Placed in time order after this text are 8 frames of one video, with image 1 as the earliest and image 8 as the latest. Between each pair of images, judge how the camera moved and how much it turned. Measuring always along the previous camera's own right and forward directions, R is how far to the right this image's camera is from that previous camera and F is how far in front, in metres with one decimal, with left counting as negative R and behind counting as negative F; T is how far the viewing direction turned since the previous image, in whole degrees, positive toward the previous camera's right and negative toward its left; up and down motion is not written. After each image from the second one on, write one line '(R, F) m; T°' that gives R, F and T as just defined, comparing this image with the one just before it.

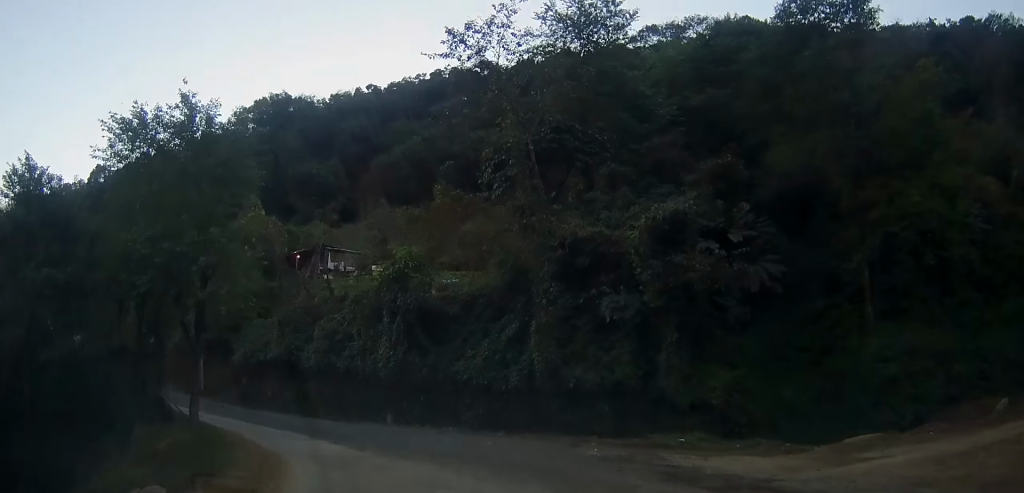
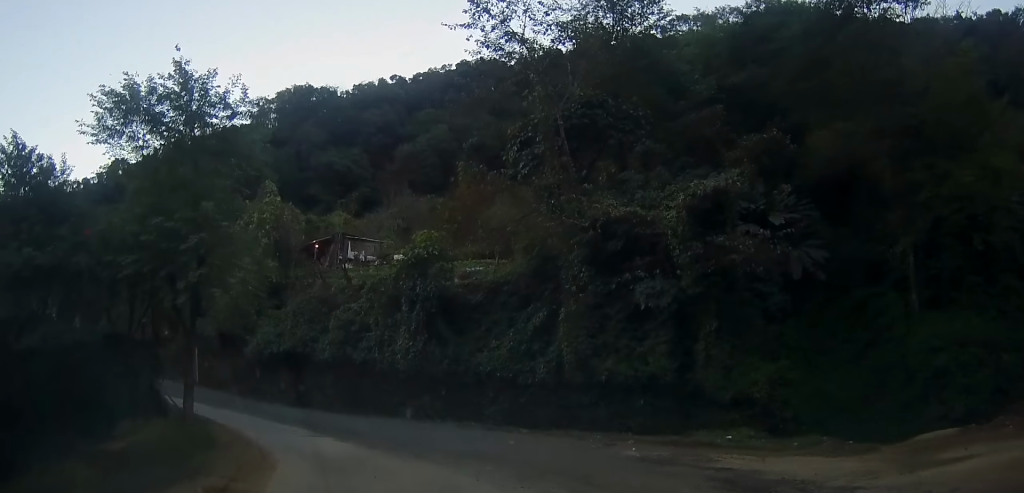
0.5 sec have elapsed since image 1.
(0.0, +2.1) m; -3°
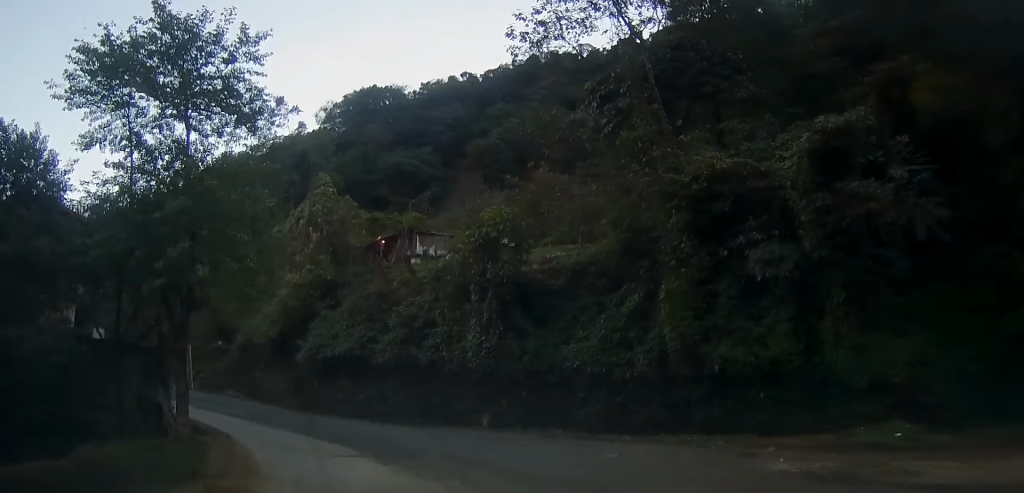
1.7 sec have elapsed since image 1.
(-0.4, +4.6) m; -9°
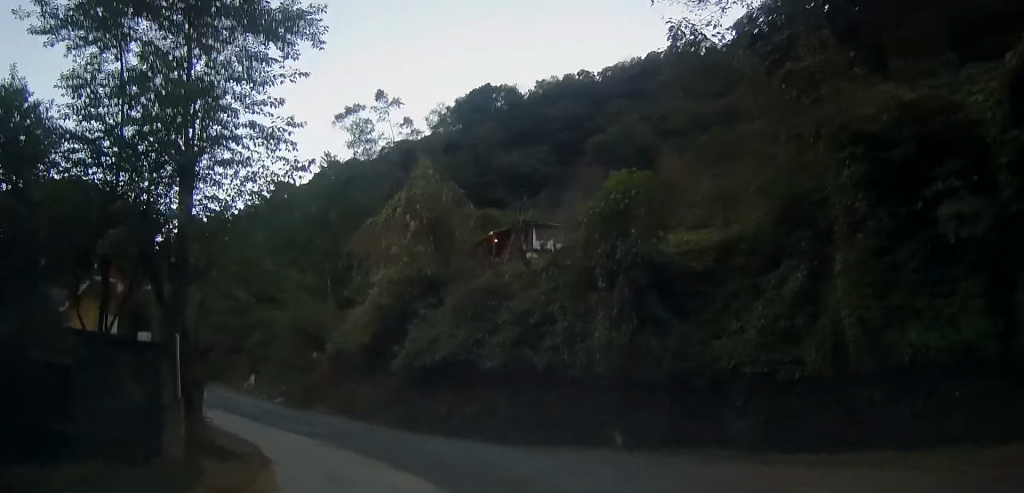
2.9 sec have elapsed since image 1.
(-0.4, +4.9) m; -11°
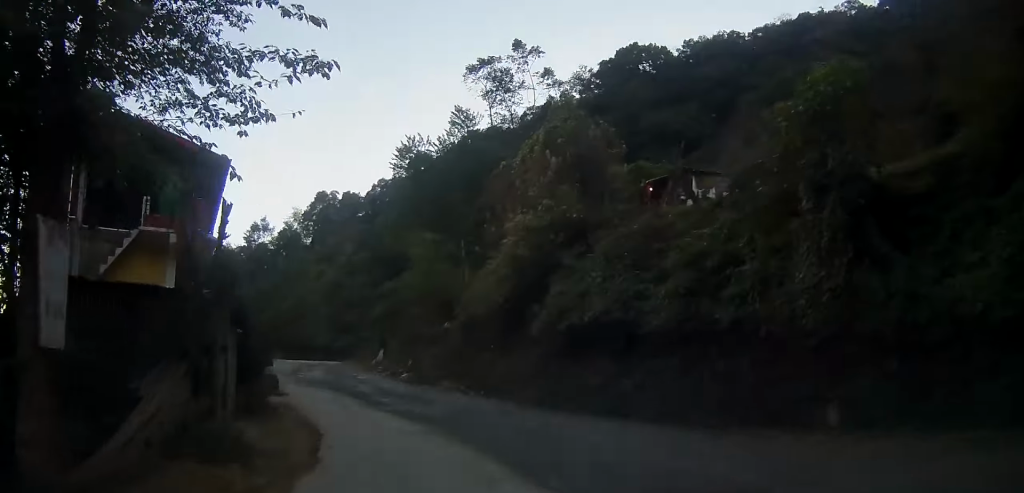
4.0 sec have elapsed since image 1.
(-0.5, +5.1) m; -9°
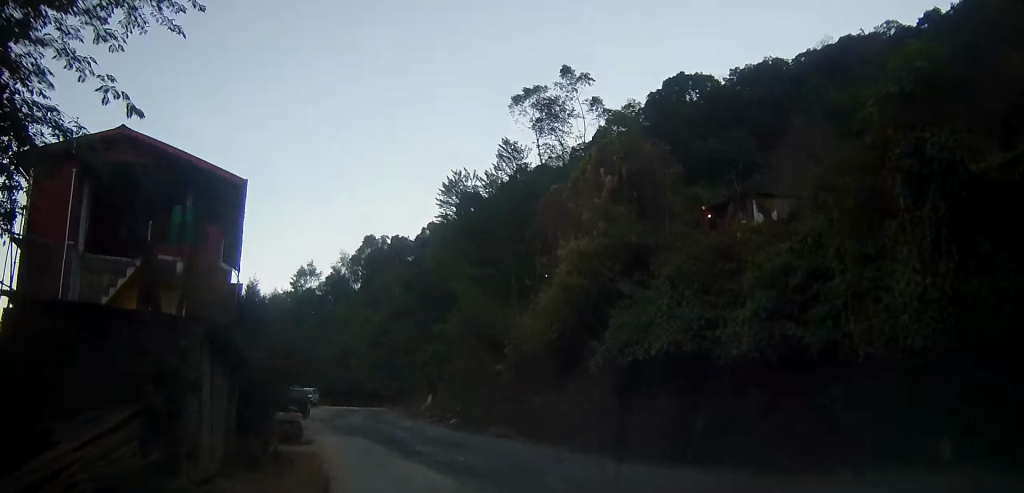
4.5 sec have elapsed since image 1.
(-0.1, +2.3) m; -3°
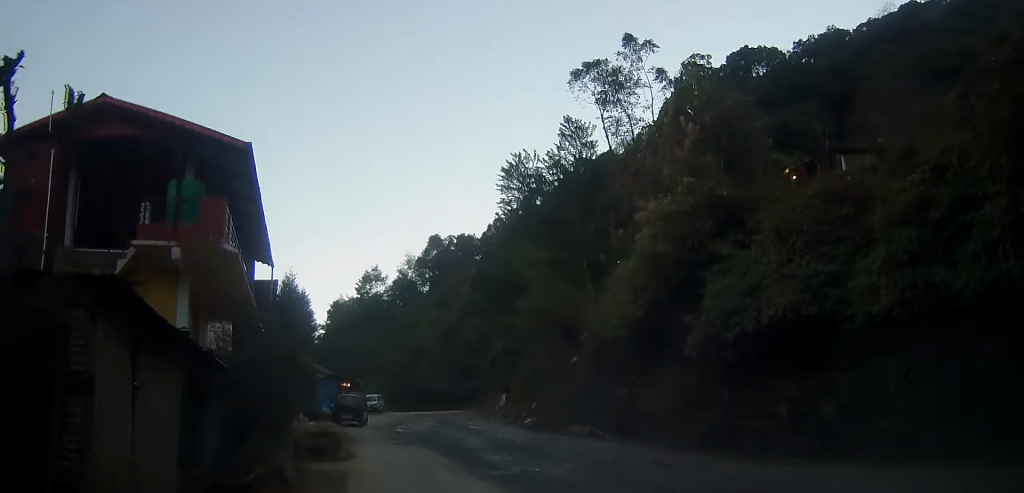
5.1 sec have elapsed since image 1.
(0.0, +3.4) m; -5°
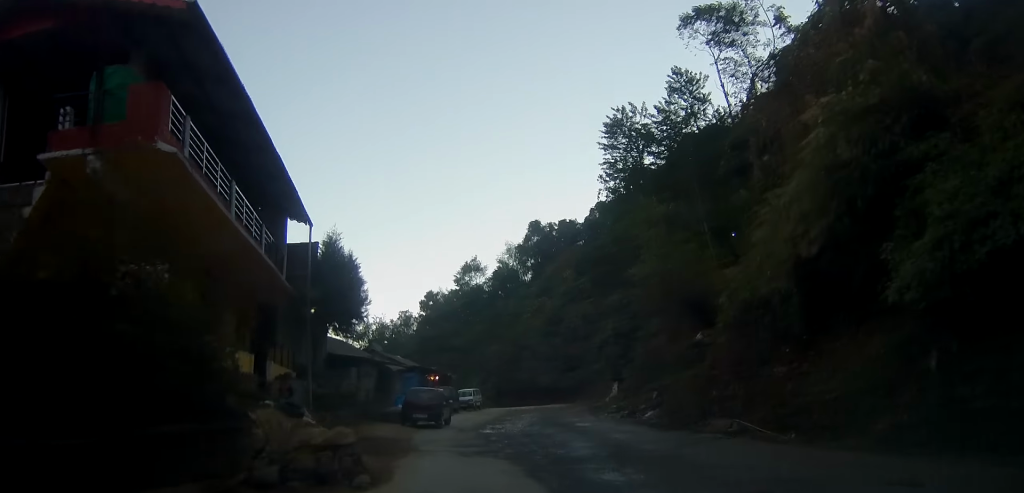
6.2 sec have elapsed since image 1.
(-0.5, +6.2) m; -8°
